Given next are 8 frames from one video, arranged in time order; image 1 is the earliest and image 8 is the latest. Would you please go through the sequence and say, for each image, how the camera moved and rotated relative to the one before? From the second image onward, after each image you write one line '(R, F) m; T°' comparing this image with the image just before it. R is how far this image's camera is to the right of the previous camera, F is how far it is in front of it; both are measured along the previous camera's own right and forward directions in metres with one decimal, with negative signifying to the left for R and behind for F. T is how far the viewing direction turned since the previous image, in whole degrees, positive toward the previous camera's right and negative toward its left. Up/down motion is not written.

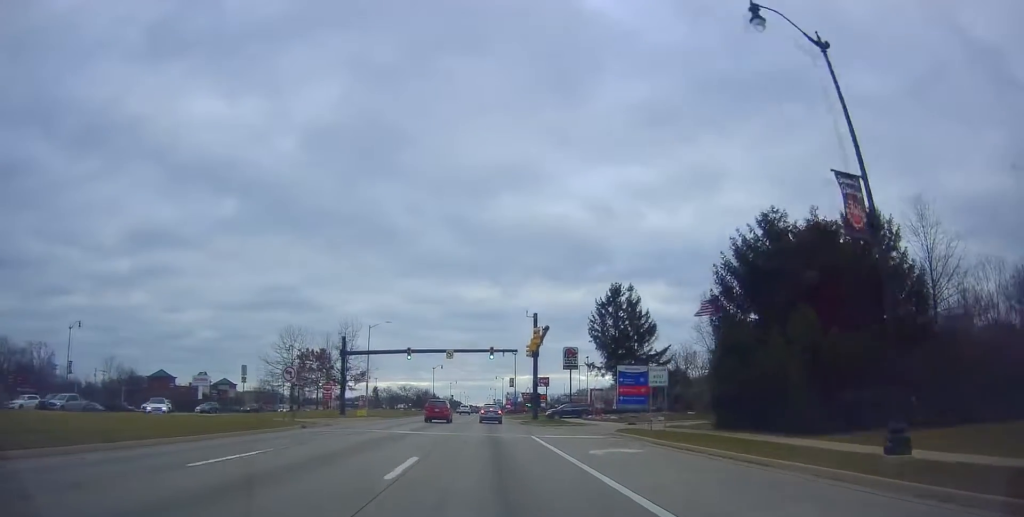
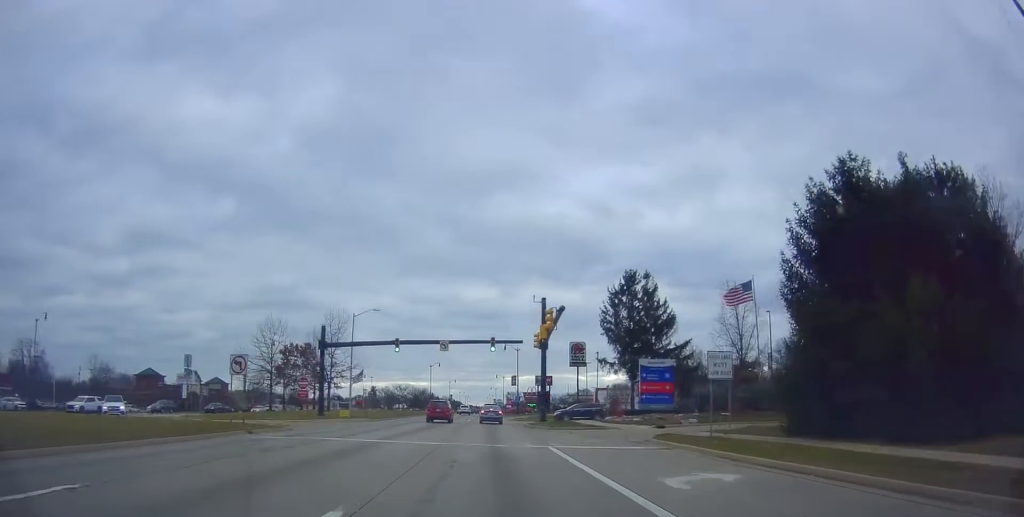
(+0.7, +7.3) m; +2°
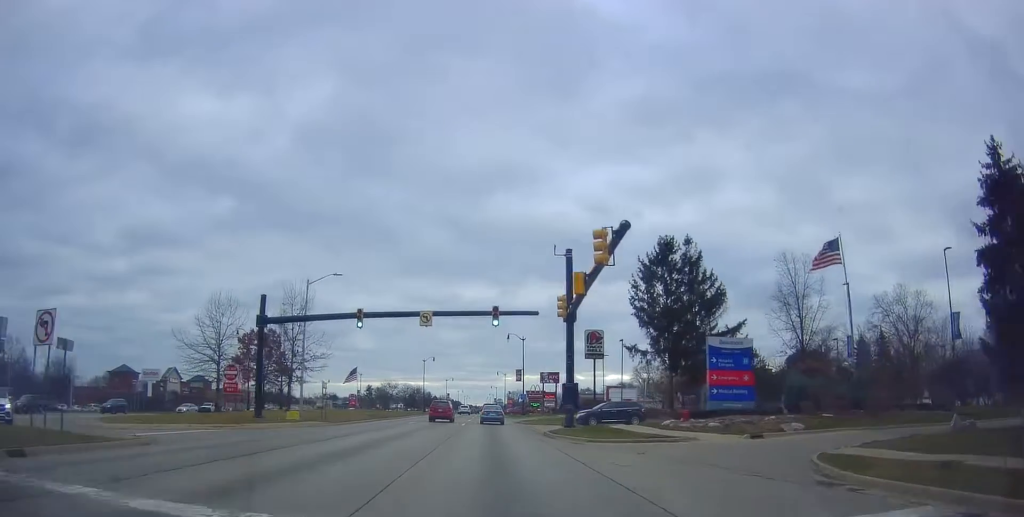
(-0.7, +13.7) m; -2°
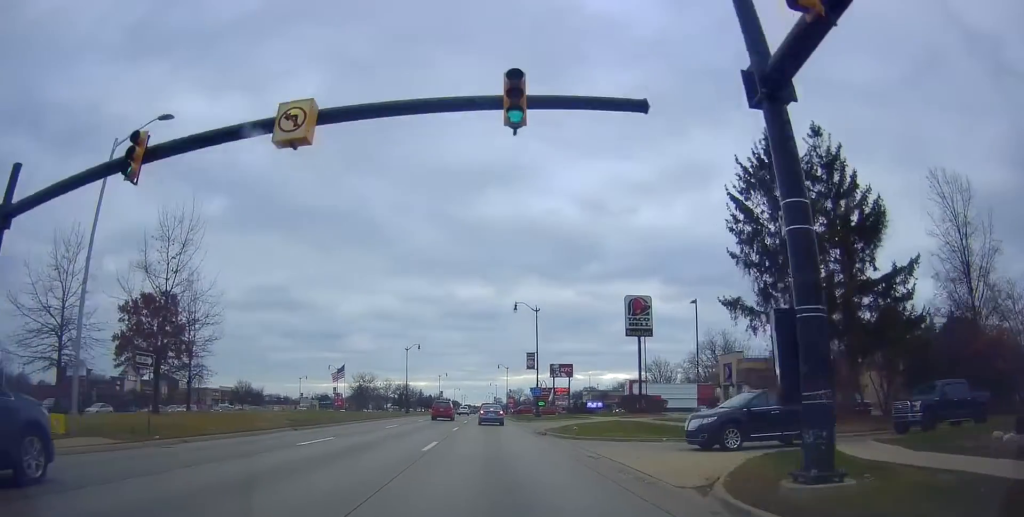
(-0.5, +22.1) m; -1°
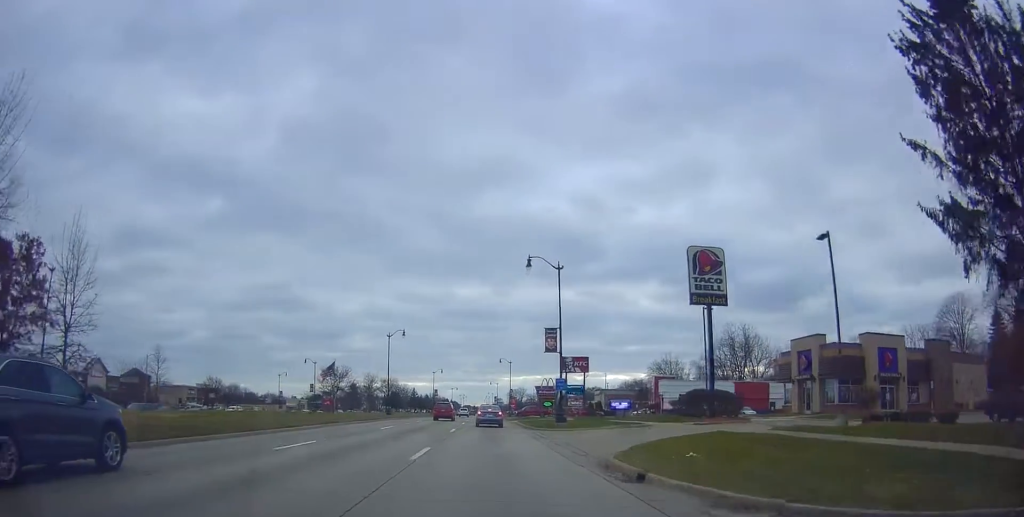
(0.0, +15.8) m; -1°
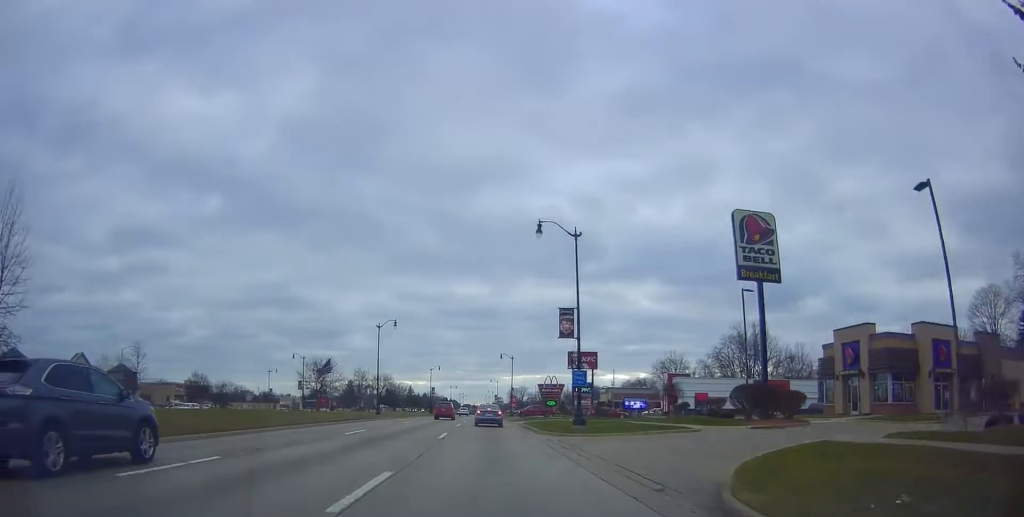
(-0.2, +6.2) m; 0°
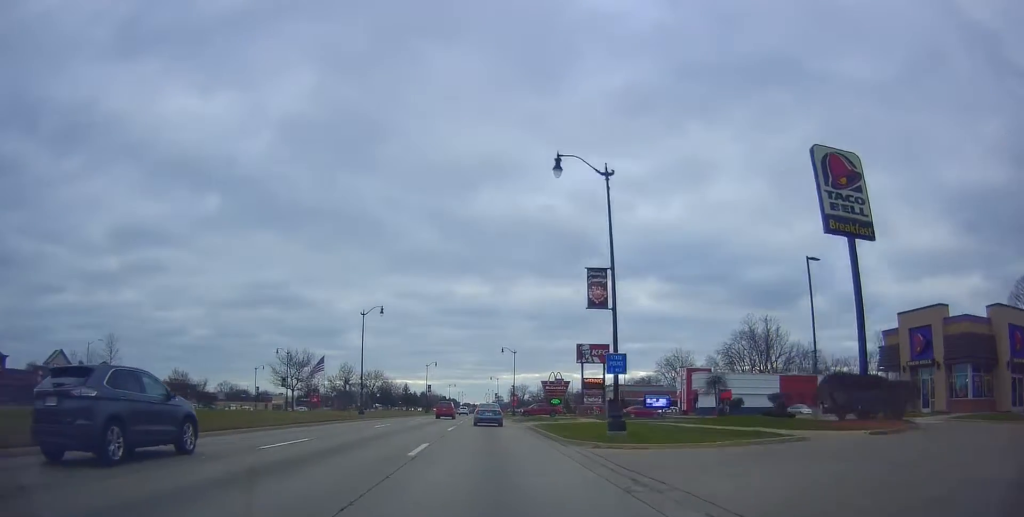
(-0.2, +7.7) m; 0°
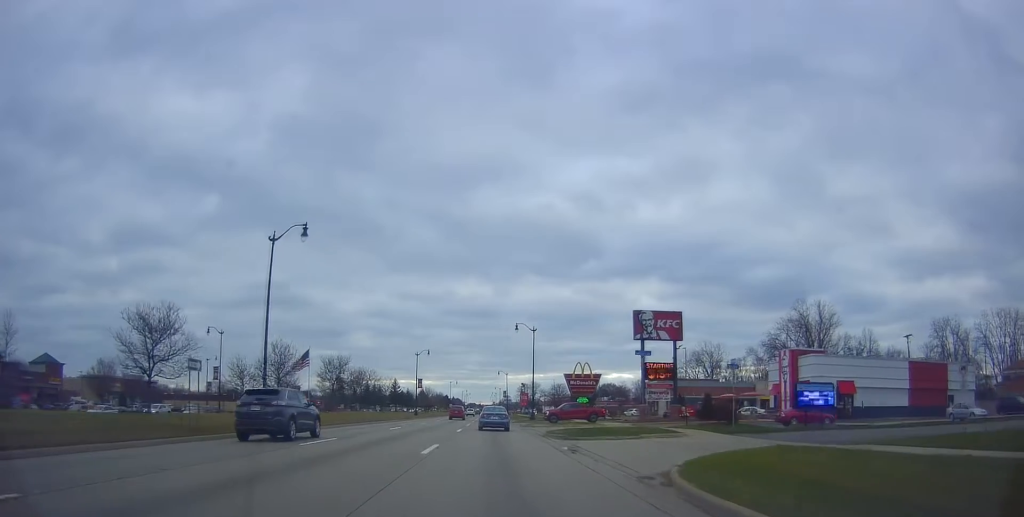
(+0.4, +23.1) m; -2°
